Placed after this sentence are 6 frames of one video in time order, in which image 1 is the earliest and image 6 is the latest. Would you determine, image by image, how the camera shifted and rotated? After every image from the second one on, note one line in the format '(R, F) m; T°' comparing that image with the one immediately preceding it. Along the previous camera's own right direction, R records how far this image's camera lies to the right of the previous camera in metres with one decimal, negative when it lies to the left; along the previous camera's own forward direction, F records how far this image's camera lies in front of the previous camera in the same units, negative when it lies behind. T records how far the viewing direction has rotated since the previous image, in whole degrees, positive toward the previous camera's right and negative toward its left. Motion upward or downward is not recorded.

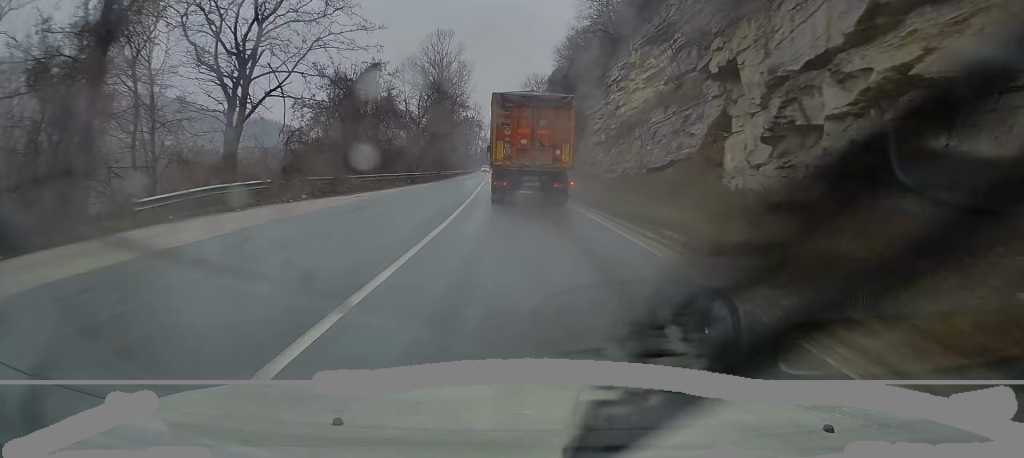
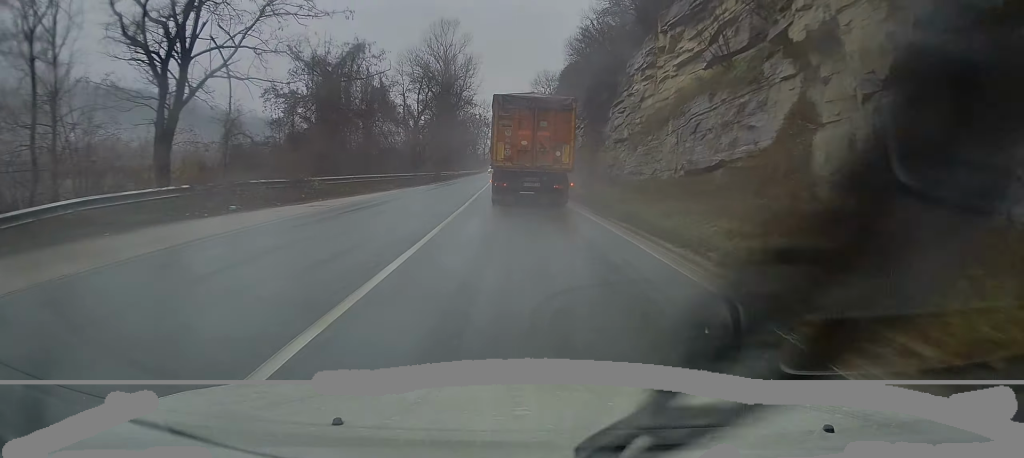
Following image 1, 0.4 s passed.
(-0.1, +7.1) m; -2°
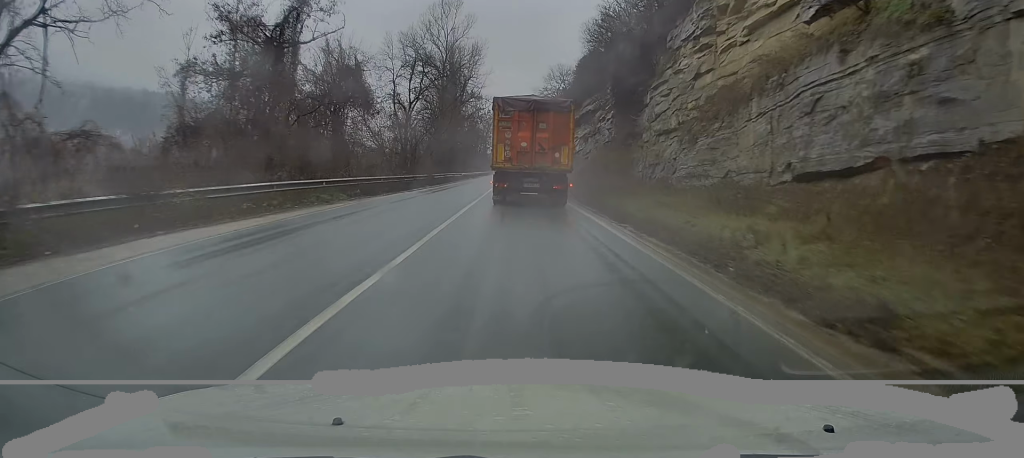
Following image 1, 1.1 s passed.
(-0.3, +11.5) m; -2°
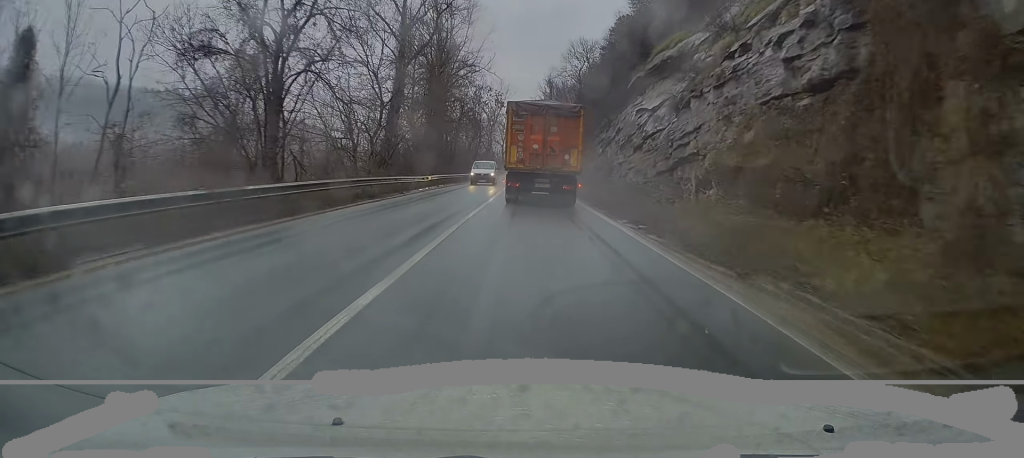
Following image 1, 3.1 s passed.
(-0.8, +33.0) m; -2°
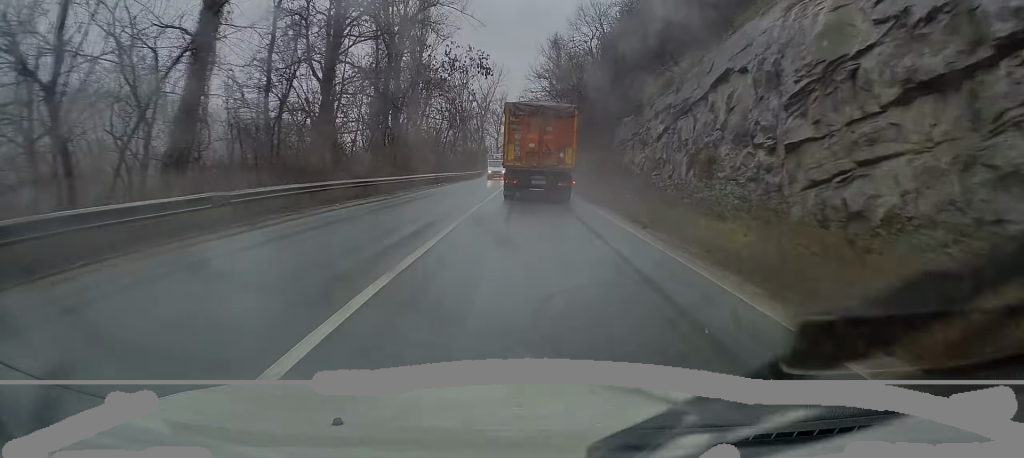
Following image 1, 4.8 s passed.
(-0.3, +27.9) m; -1°
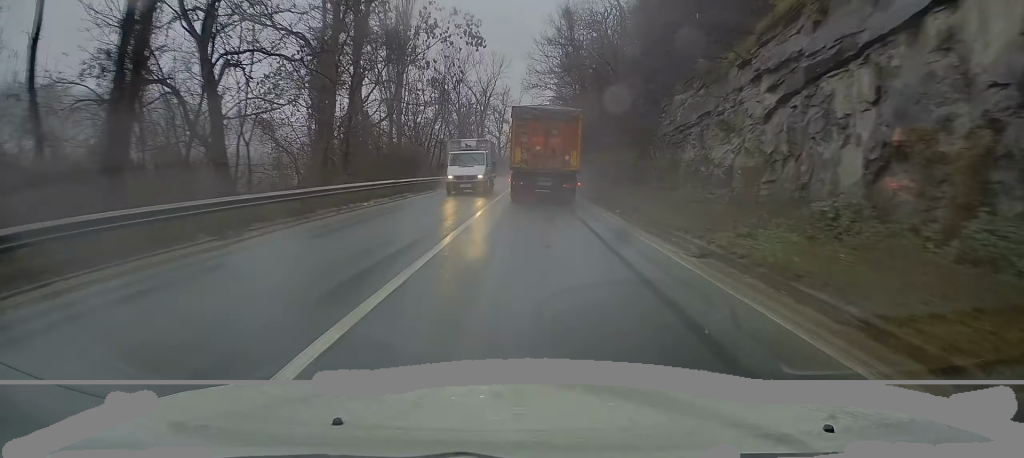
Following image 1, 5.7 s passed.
(+0.1, +15.2) m; 0°
